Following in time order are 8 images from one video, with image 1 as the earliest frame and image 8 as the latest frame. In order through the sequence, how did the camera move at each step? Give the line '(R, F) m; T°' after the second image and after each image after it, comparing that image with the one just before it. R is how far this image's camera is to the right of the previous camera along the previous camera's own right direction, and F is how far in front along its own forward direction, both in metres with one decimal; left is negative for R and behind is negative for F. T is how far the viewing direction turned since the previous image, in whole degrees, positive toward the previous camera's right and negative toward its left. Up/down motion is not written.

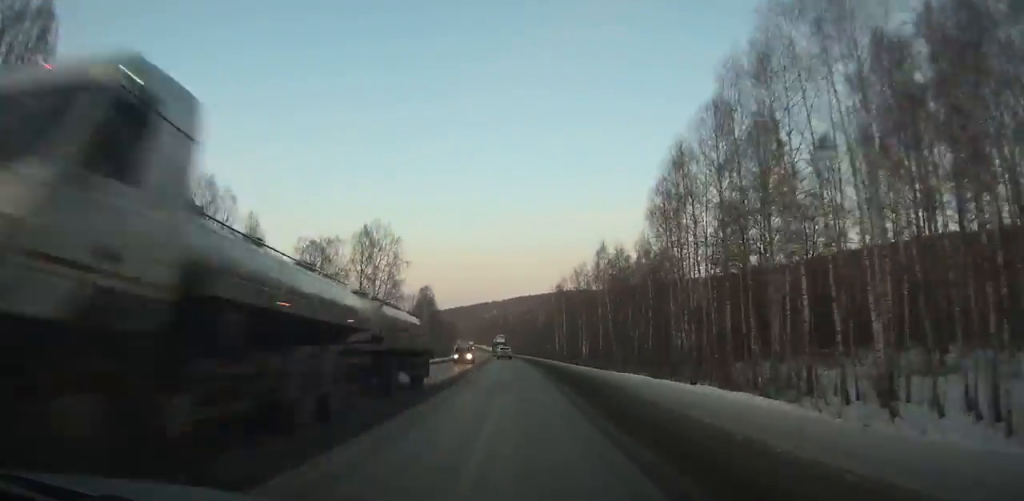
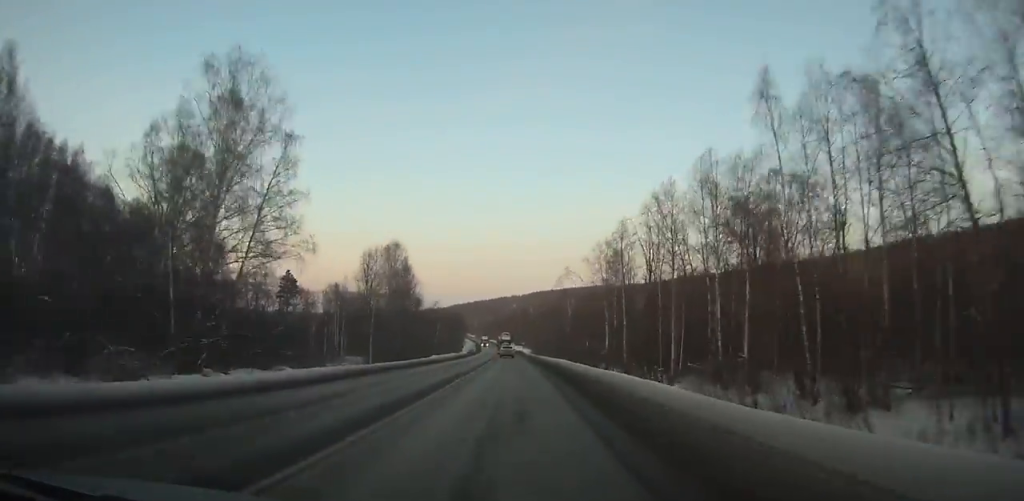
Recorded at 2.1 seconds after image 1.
(-0.9, +52.7) m; -1°
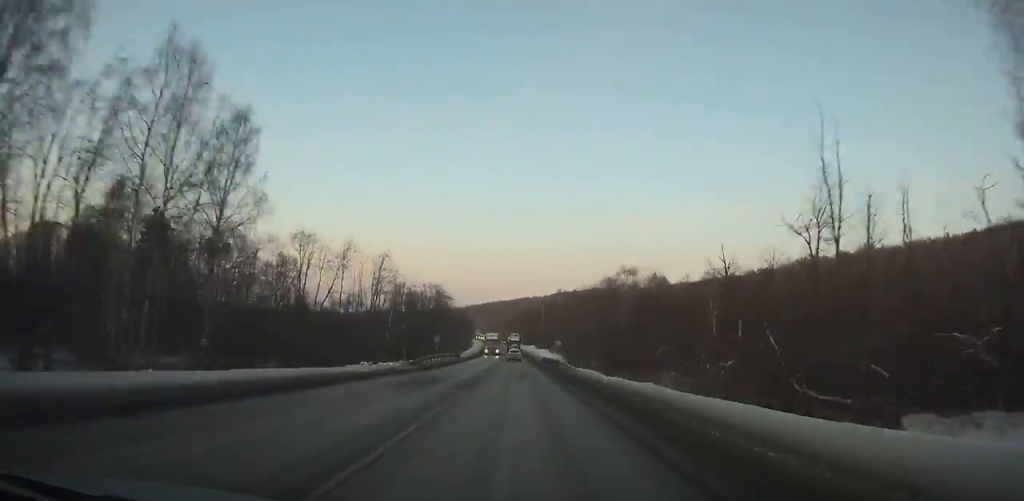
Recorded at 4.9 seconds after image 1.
(-1.2, +71.5) m; -1°
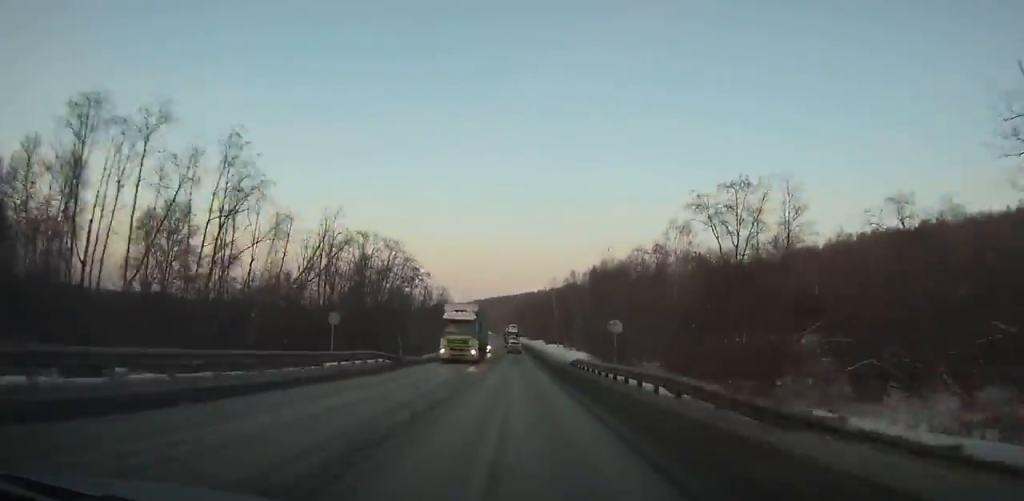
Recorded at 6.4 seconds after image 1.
(-0.1, +38.8) m; -1°
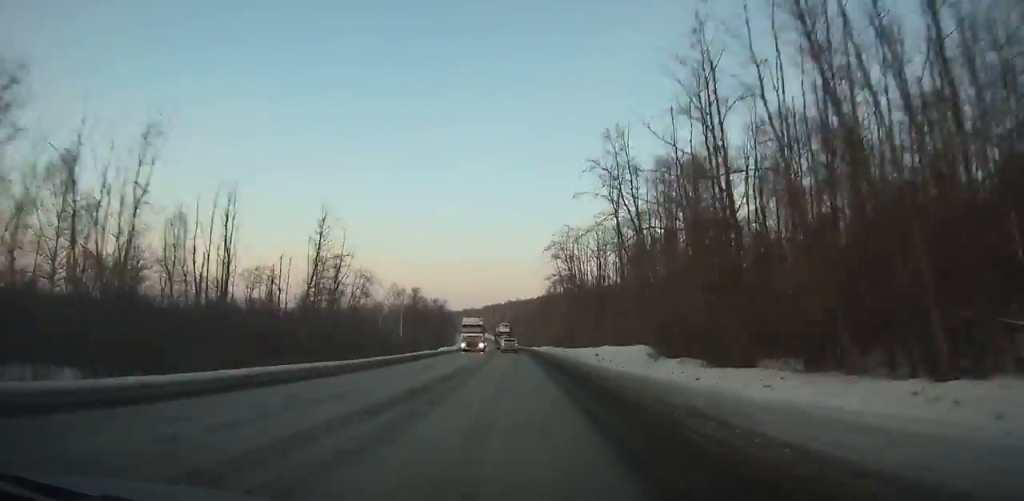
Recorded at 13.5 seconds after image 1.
(-4.6, +185.1) m; -3°
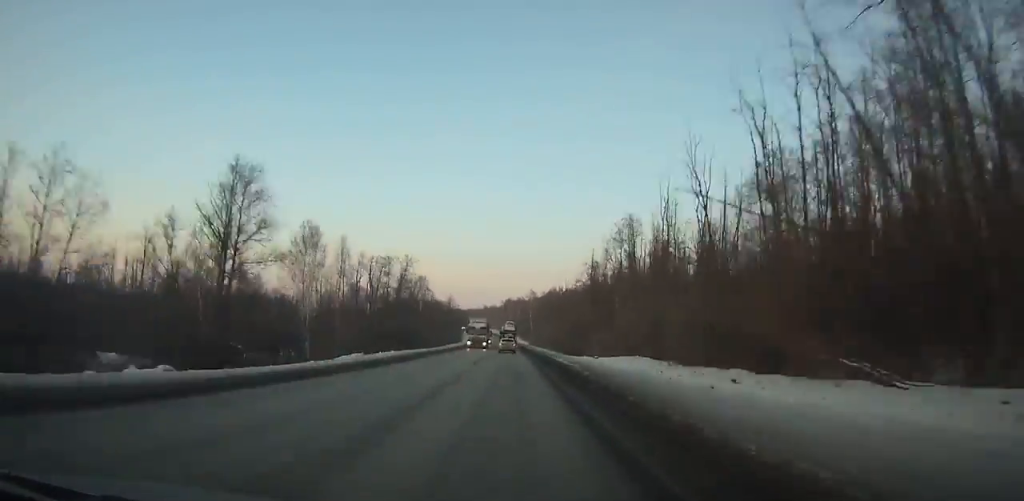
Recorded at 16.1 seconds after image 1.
(-0.7, +66.8) m; -2°
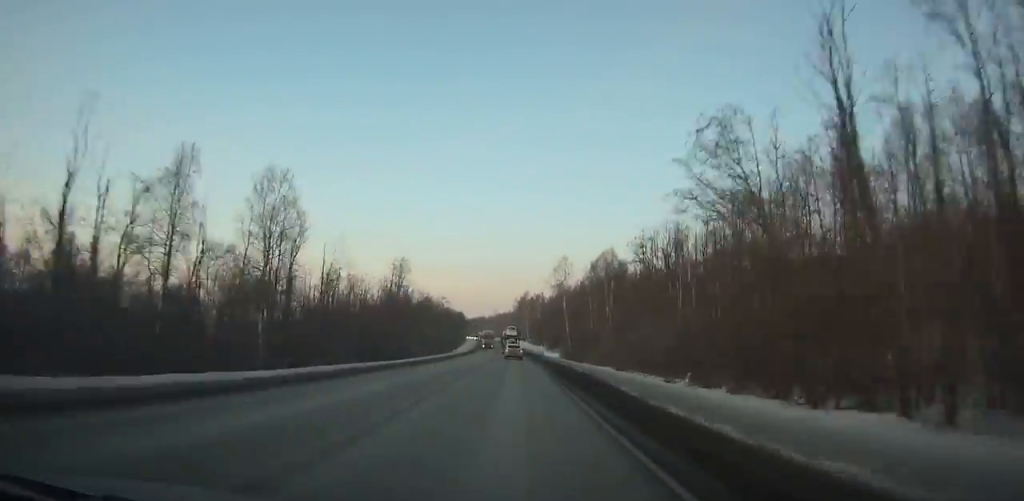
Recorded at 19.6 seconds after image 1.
(-1.8, +88.1) m; -2°
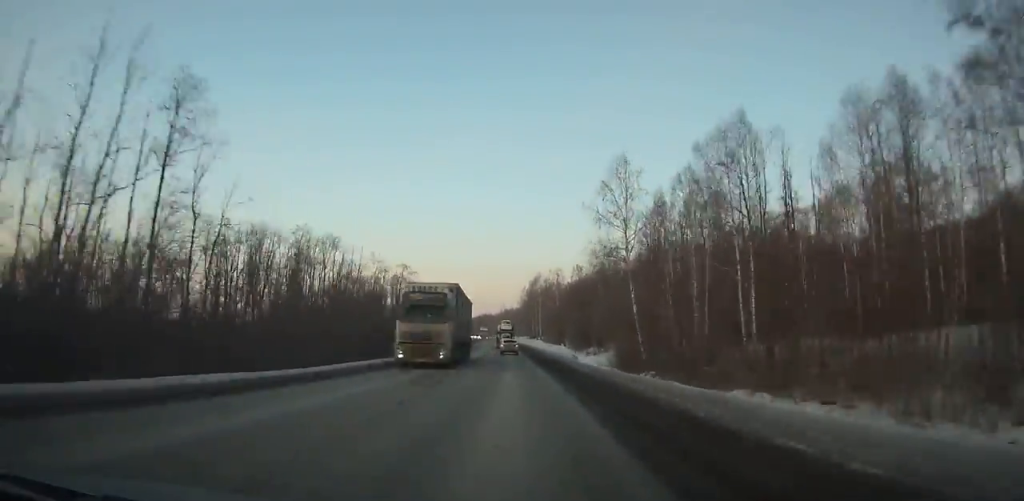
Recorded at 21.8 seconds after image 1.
(-0.4, +54.3) m; -1°
